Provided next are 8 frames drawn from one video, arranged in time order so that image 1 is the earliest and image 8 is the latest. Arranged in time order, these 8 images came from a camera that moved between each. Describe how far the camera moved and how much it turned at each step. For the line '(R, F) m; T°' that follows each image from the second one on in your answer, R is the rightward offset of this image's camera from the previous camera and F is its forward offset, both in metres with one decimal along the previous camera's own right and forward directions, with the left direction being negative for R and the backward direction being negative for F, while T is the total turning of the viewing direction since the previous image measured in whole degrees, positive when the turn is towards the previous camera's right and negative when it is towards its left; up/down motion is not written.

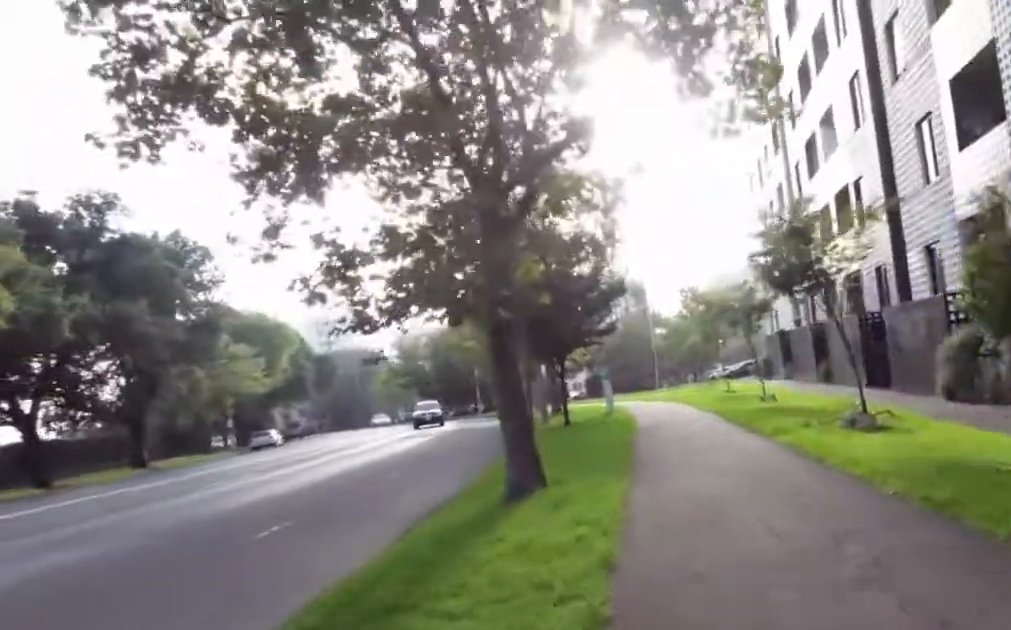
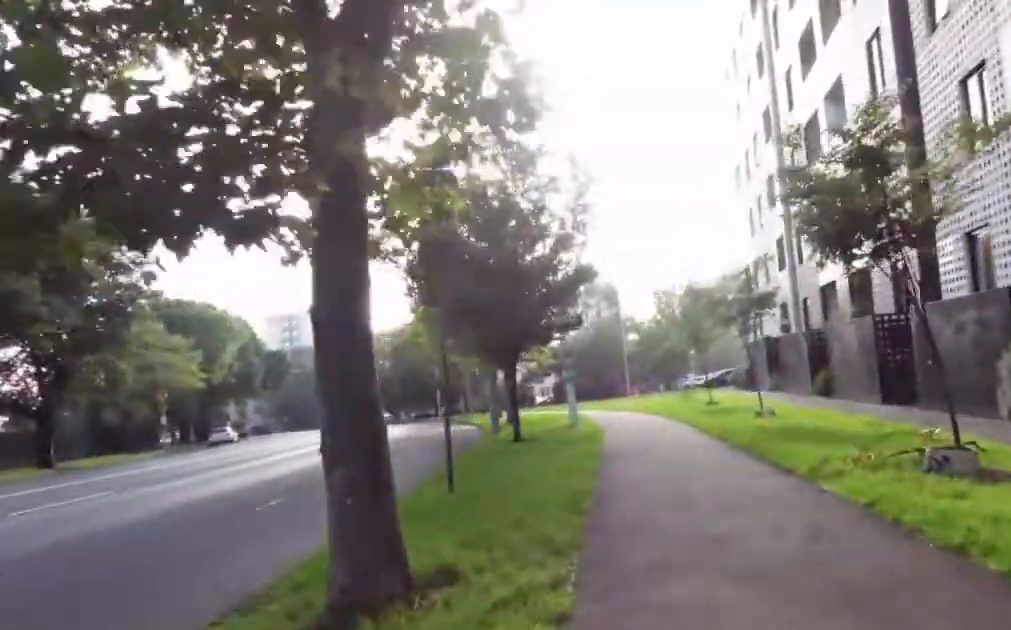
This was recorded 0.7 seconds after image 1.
(-0.2, +4.4) m; -2°
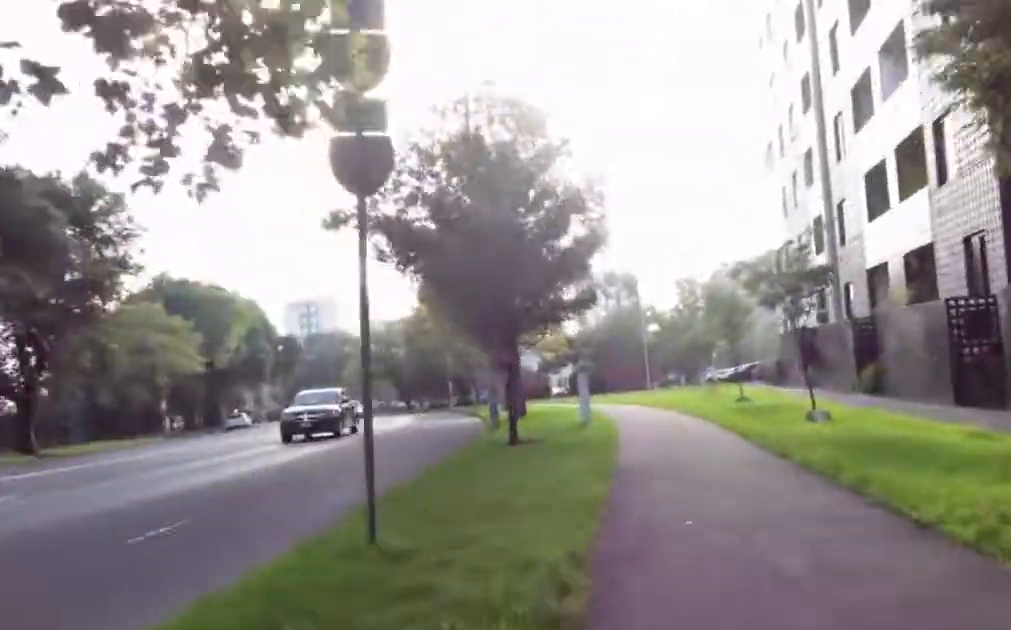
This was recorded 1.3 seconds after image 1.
(0.0, +3.5) m; +1°
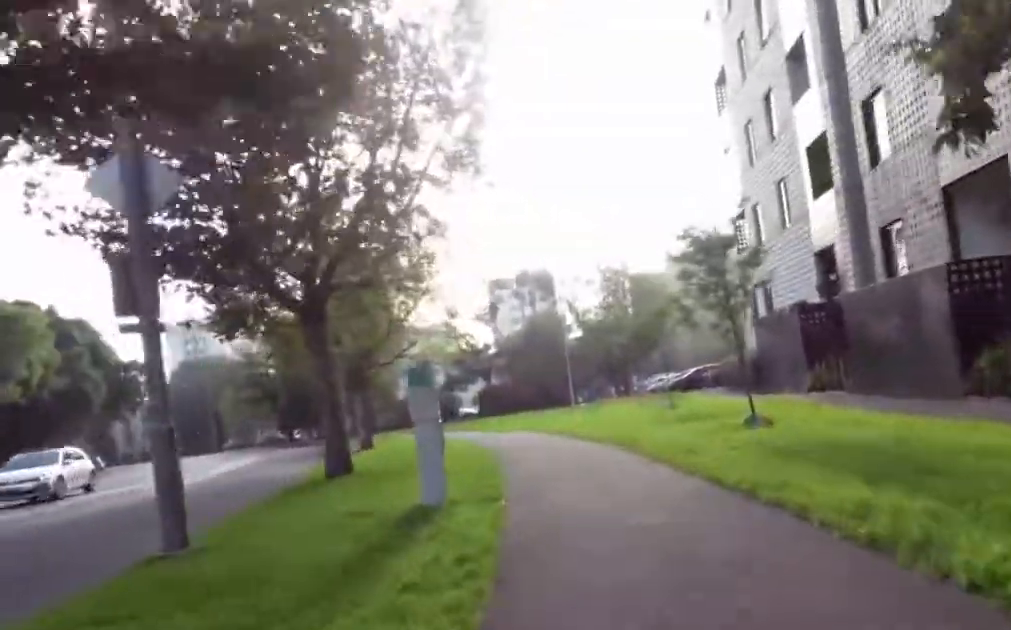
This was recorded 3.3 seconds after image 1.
(+2.1, +12.0) m; +12°
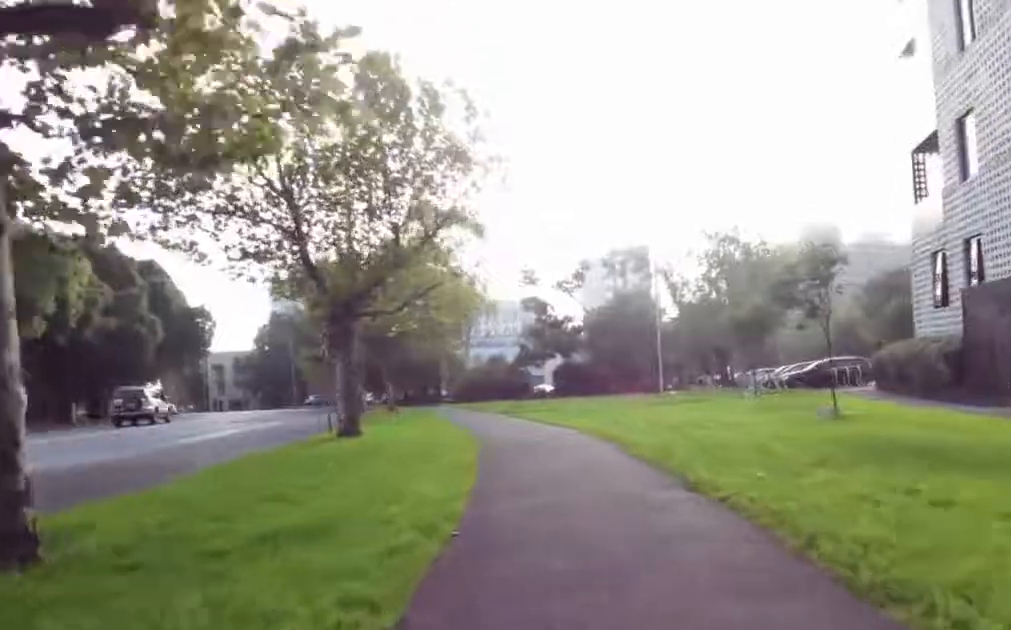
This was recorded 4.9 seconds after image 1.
(-1.5, +9.8) m; -13°
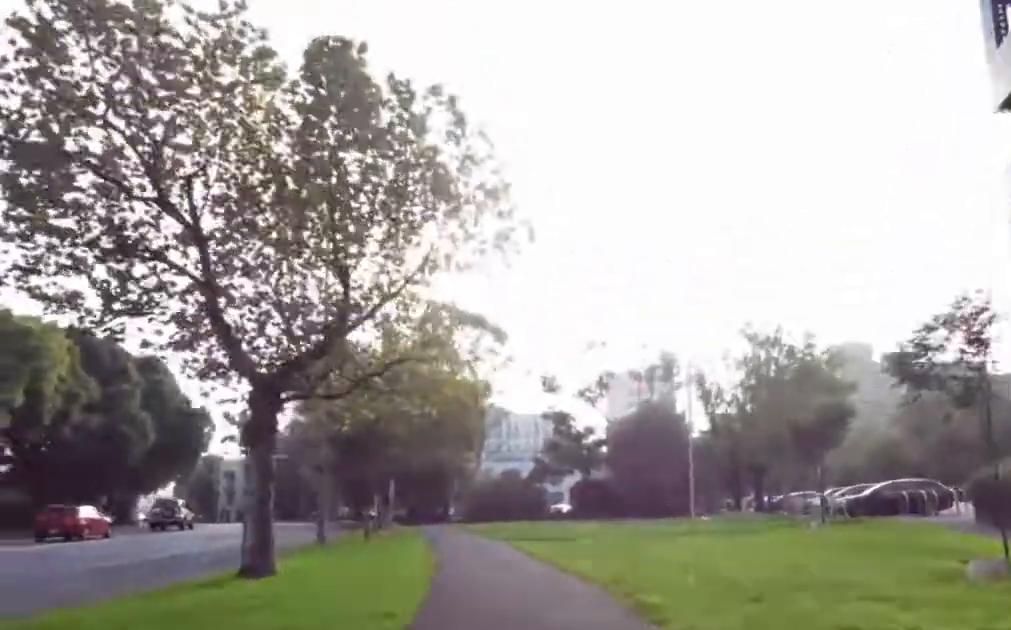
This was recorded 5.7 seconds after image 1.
(-0.1, +5.2) m; -5°
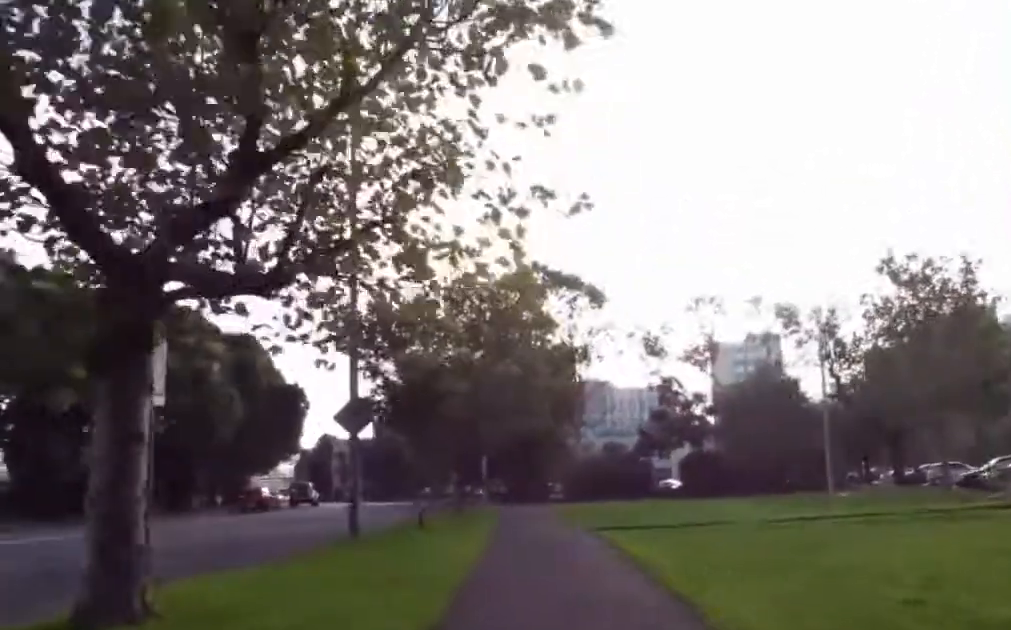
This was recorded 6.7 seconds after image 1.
(-0.5, +6.3) m; -13°
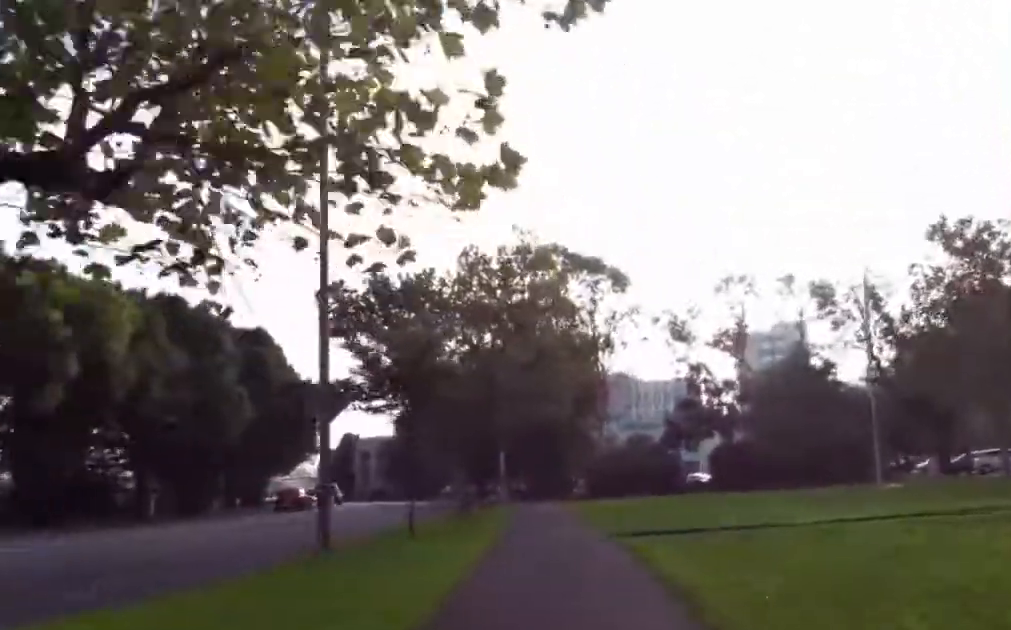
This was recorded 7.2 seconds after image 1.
(-0.3, +3.0) m; -6°
